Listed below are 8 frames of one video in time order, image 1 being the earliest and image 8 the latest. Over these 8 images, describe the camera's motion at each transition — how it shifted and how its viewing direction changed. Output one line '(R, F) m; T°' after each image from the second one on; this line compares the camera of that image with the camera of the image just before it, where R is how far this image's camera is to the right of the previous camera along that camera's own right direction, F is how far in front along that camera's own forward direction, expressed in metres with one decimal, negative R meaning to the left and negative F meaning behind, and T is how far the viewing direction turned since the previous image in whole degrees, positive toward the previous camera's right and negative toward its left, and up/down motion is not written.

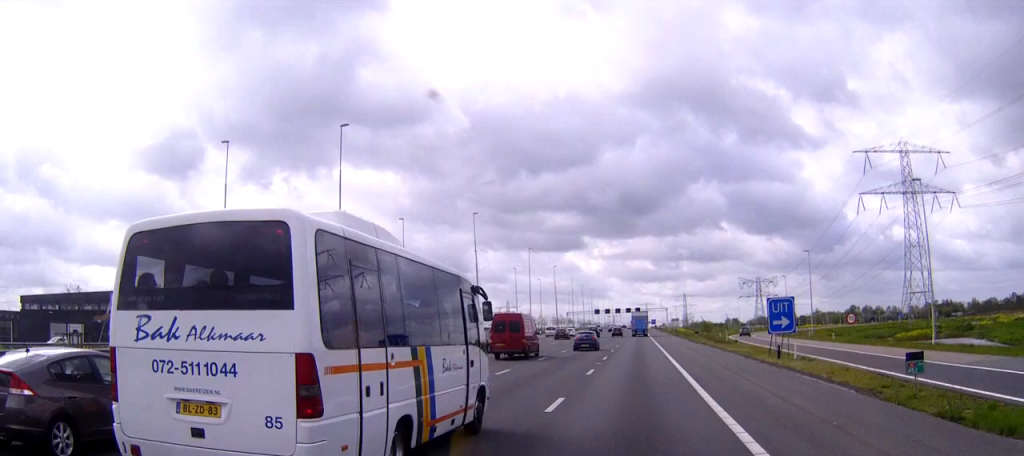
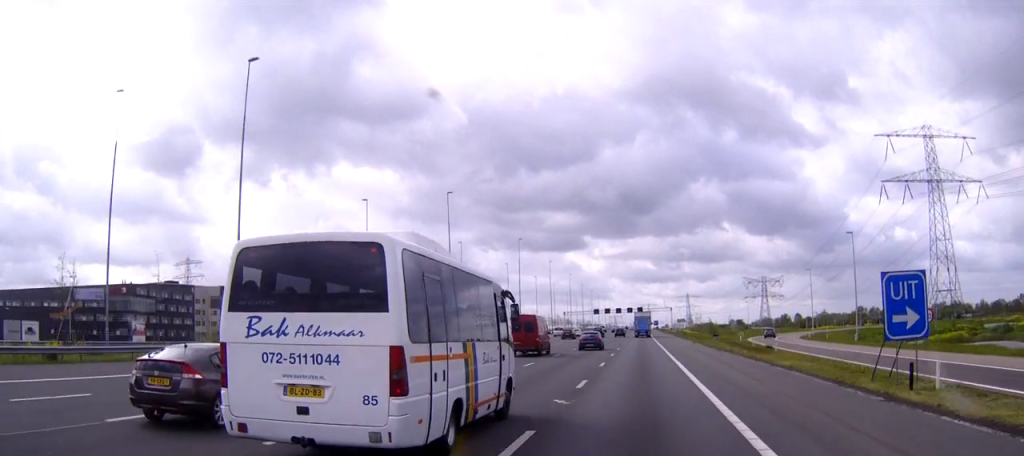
(-0.1, +18.0) m; 0°
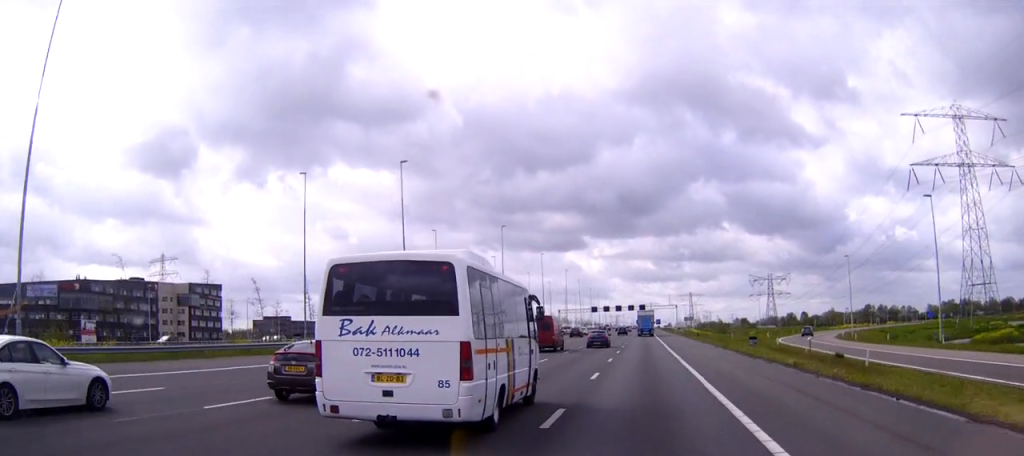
(-0.1, +20.5) m; 0°
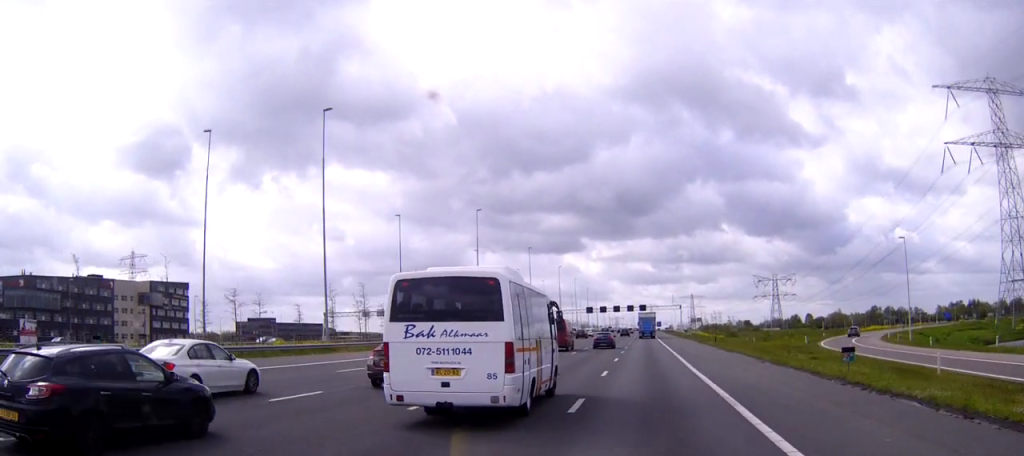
(0.0, +21.2) m; 0°
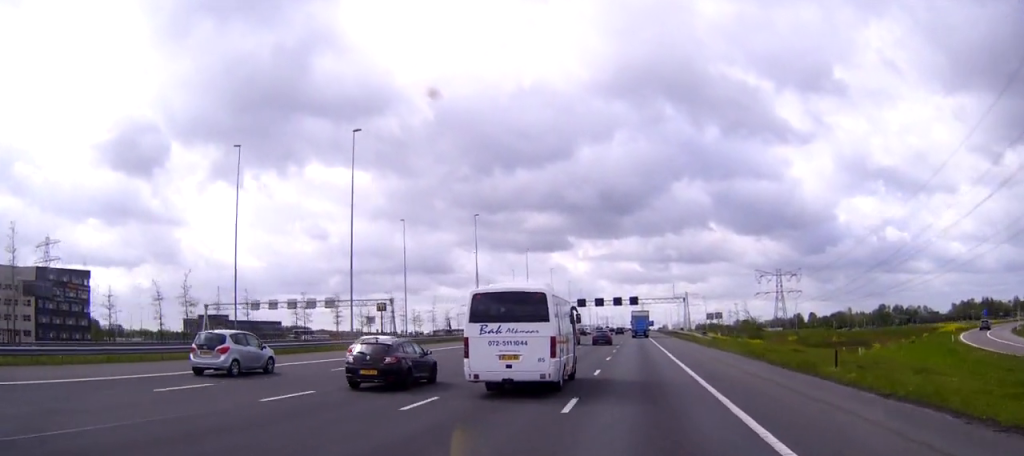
(+0.3, +47.8) m; +1°
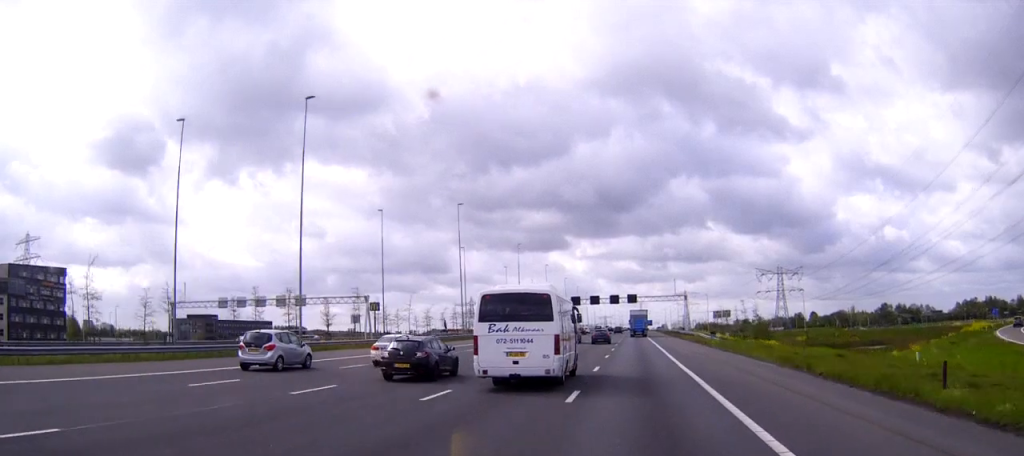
(0.0, +10.2) m; 0°
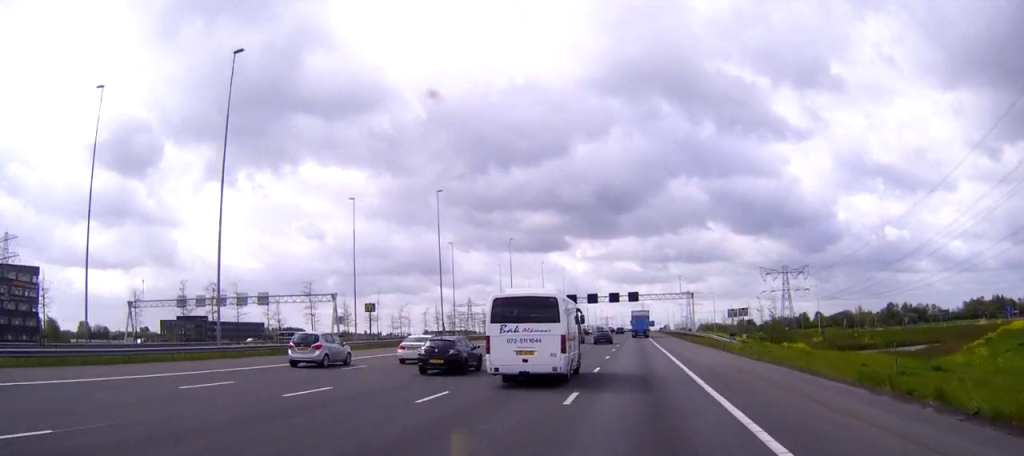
(0.0, +12.3) m; 0°
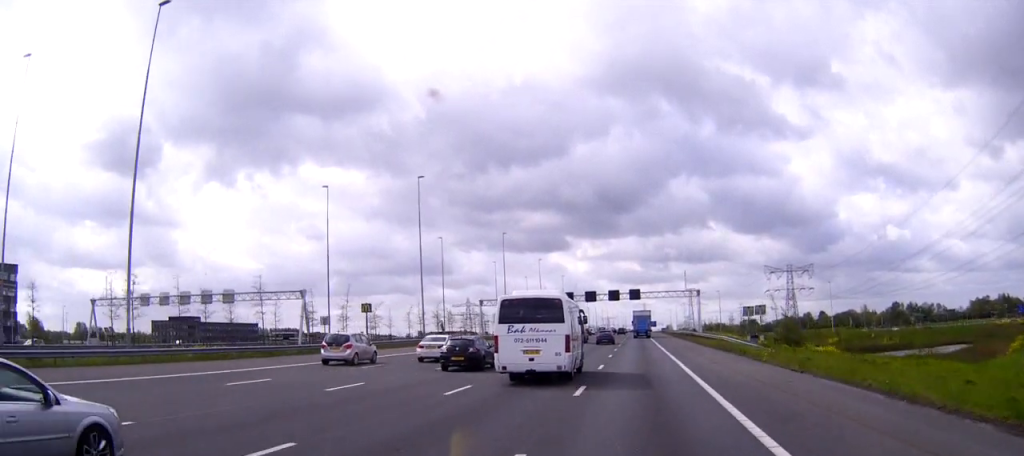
(0.0, +9.5) m; 0°
